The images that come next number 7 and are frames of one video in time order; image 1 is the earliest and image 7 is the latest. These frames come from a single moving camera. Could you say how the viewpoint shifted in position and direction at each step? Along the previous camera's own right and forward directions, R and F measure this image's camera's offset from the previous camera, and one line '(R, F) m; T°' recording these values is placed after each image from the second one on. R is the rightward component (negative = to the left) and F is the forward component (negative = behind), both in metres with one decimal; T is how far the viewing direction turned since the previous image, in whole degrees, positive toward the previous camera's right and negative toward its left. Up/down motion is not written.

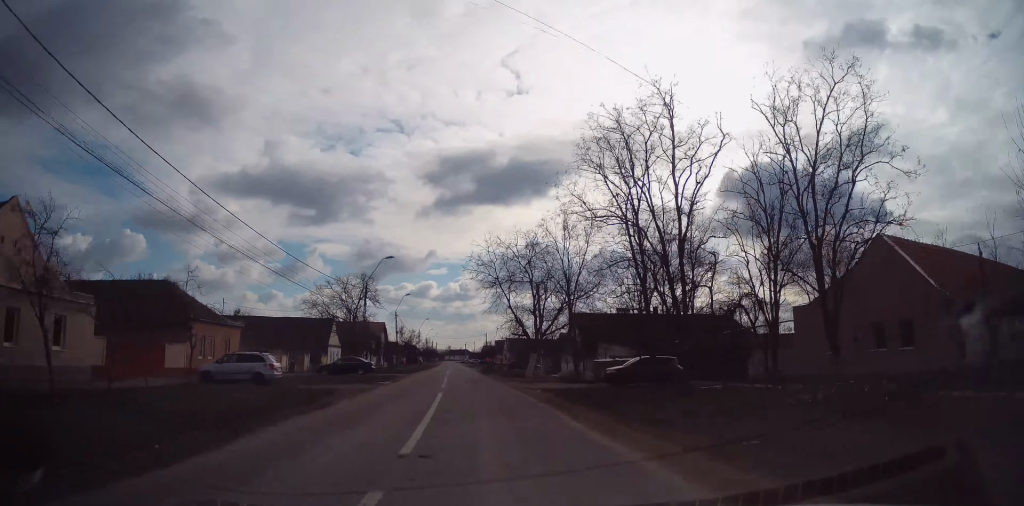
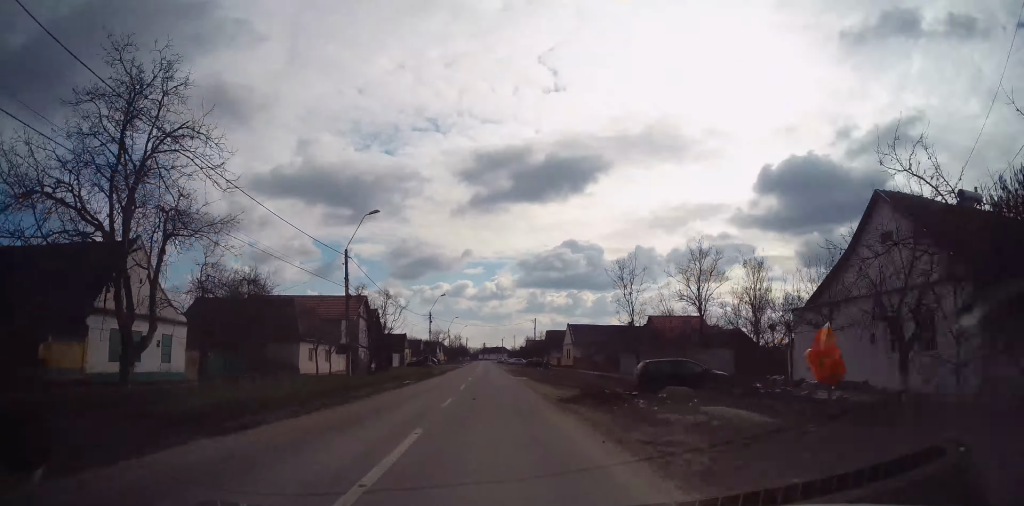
(-2.0, +45.2) m; -4°
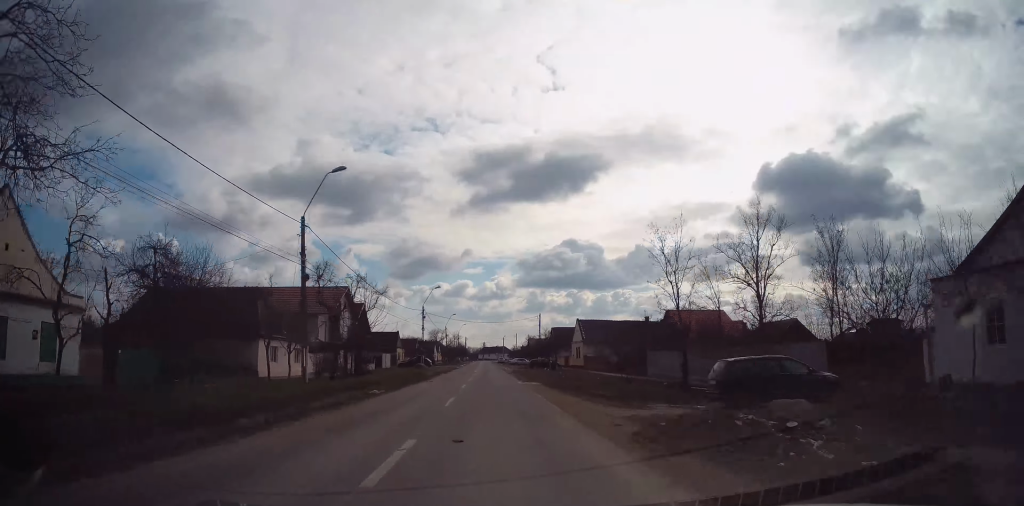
(-0.1, +8.4) m; 0°
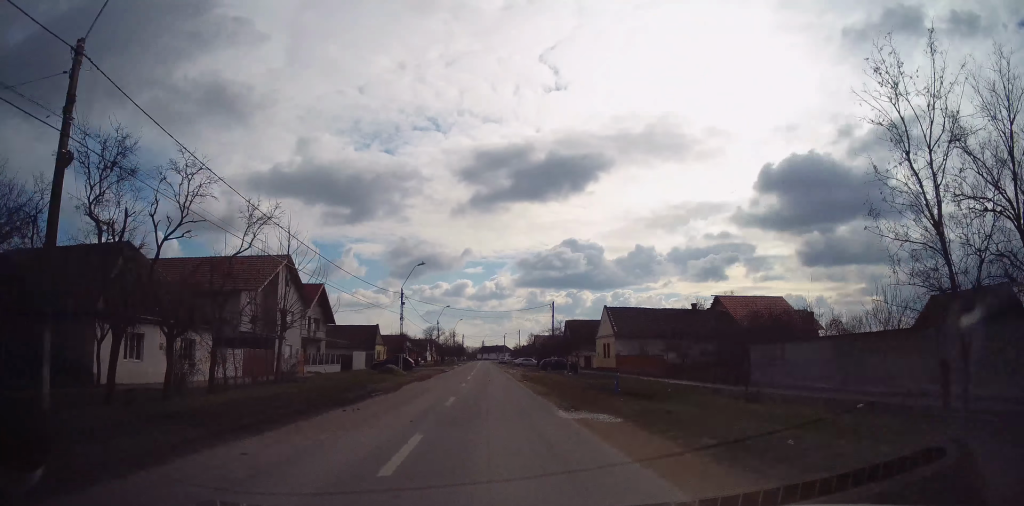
(0.0, +16.9) m; 0°
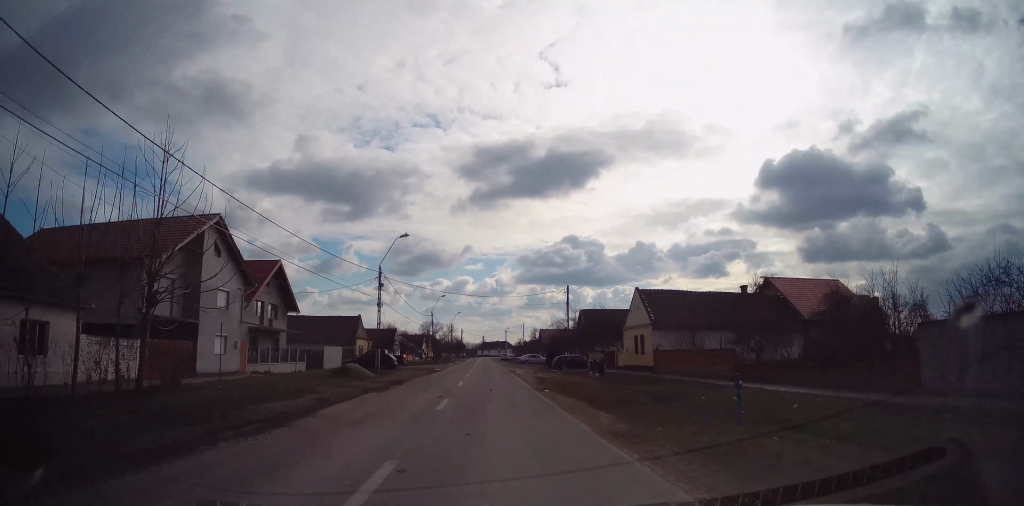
(0.0, +11.2) m; 0°
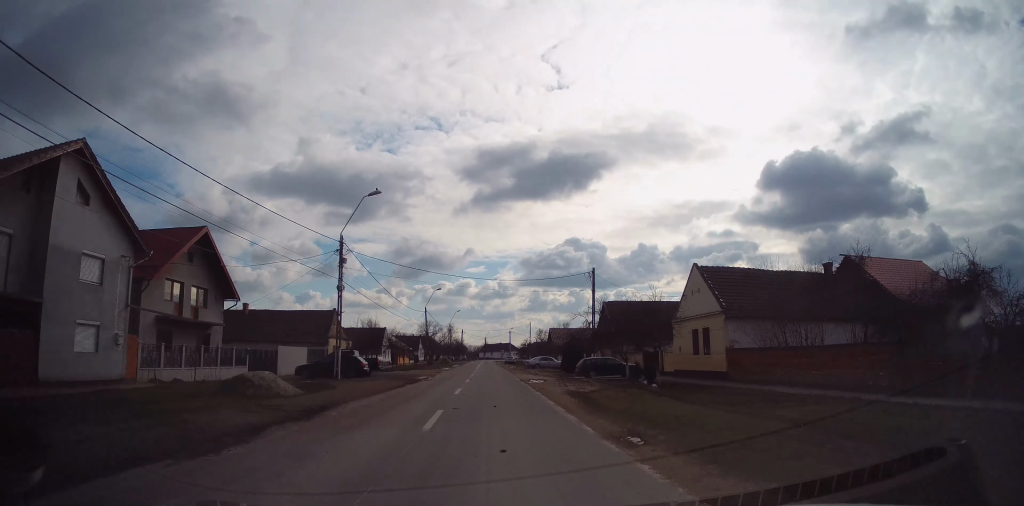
(0.0, +11.9) m; +1°
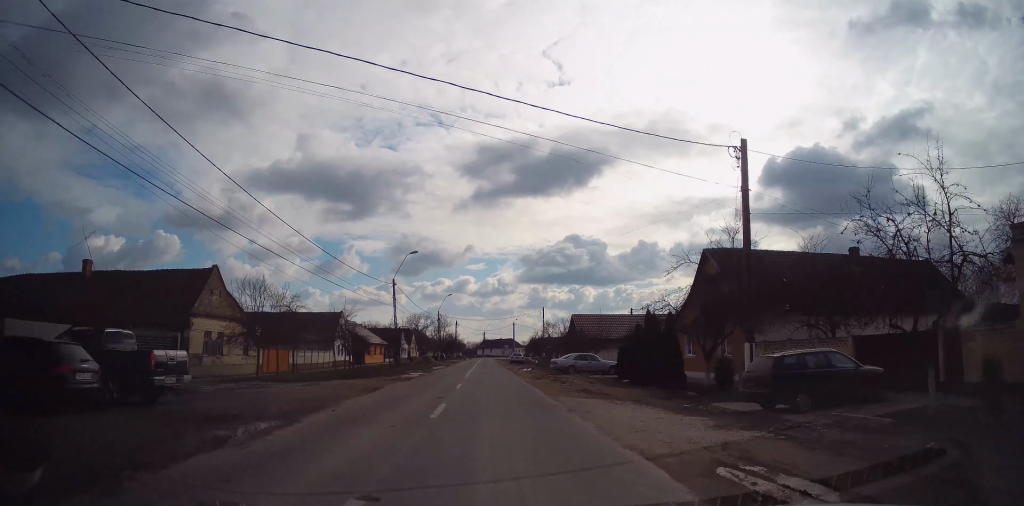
(+0.4, +25.0) m; 0°
